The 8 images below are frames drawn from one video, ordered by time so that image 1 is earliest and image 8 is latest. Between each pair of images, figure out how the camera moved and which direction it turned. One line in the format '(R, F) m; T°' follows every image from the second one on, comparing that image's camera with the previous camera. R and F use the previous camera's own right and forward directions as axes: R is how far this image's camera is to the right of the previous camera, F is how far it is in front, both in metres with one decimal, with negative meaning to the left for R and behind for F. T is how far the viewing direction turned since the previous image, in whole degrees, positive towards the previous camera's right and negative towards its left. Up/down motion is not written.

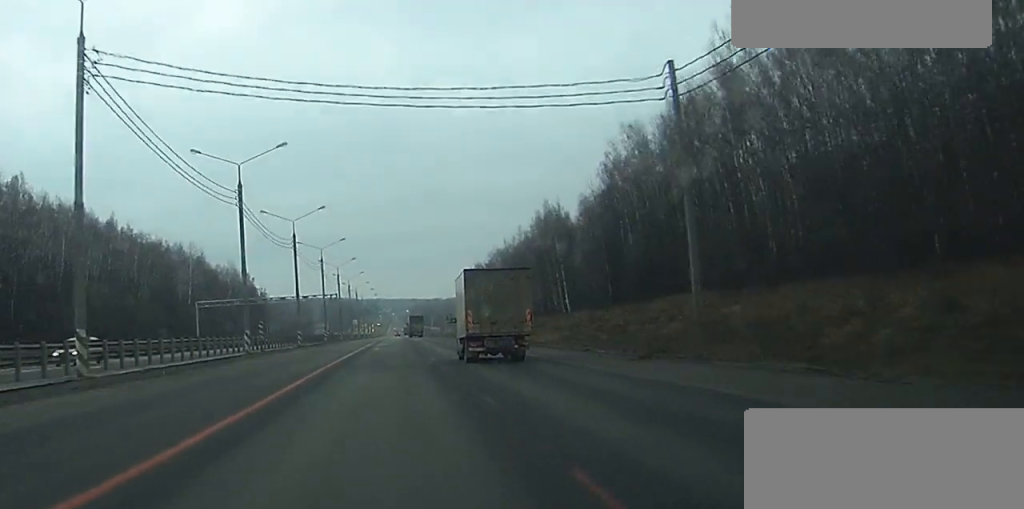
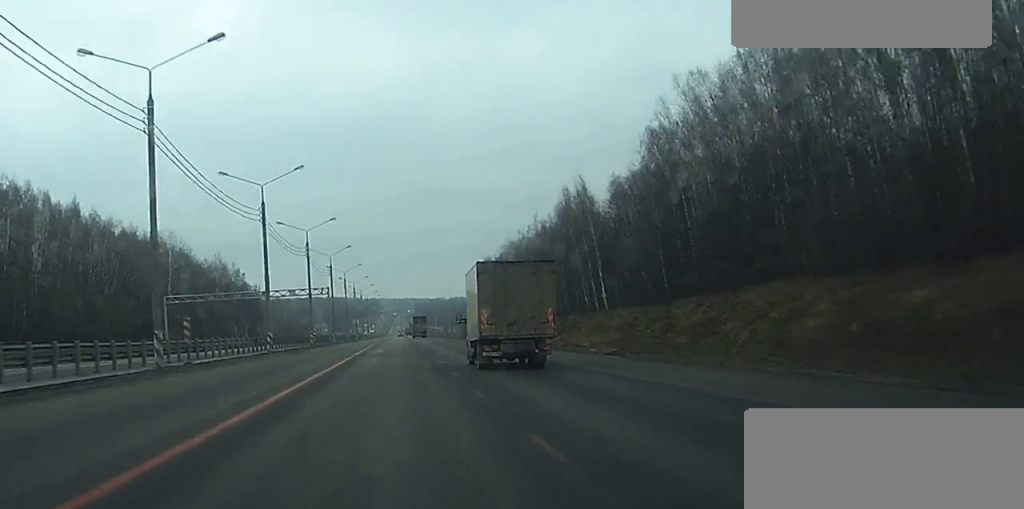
(0.0, +21.5) m; 0°
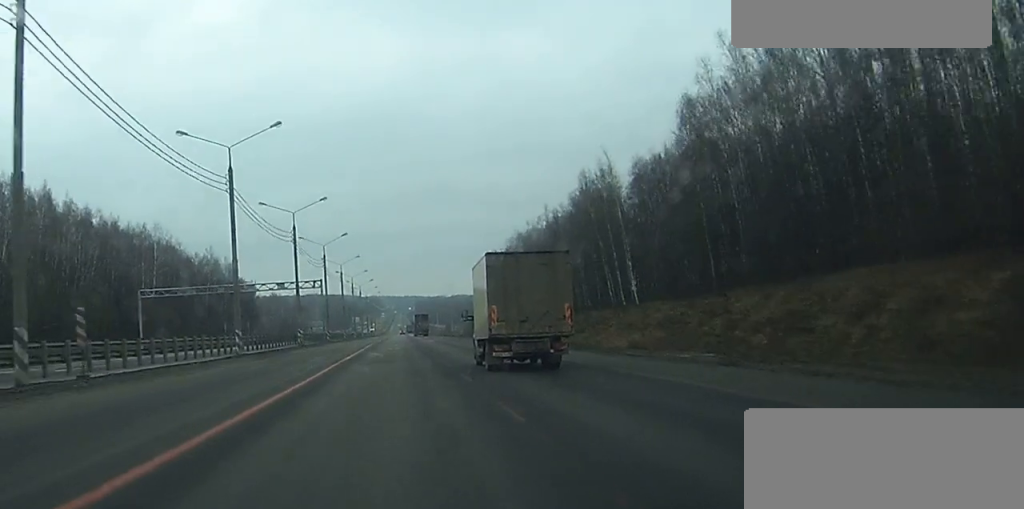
(0.0, +13.2) m; 0°
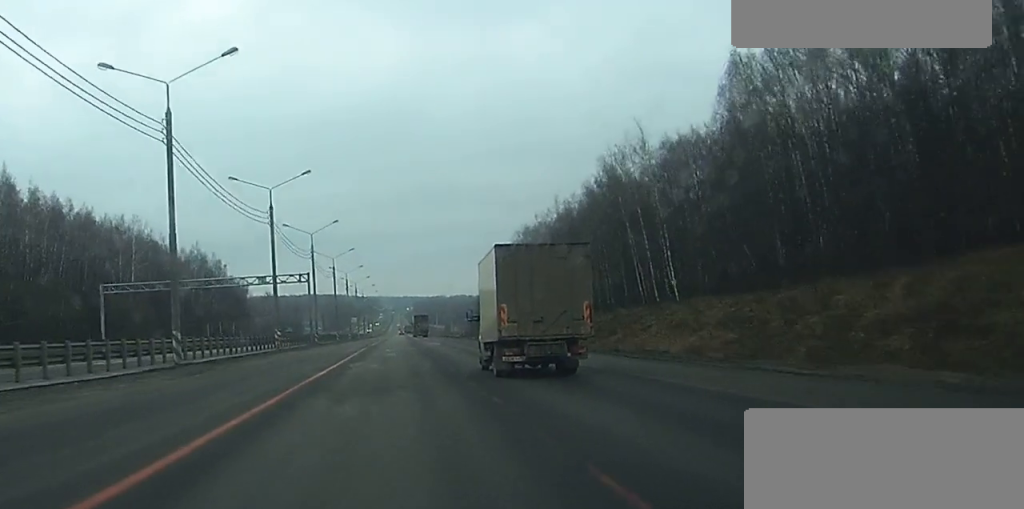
(0.0, +14.1) m; 0°
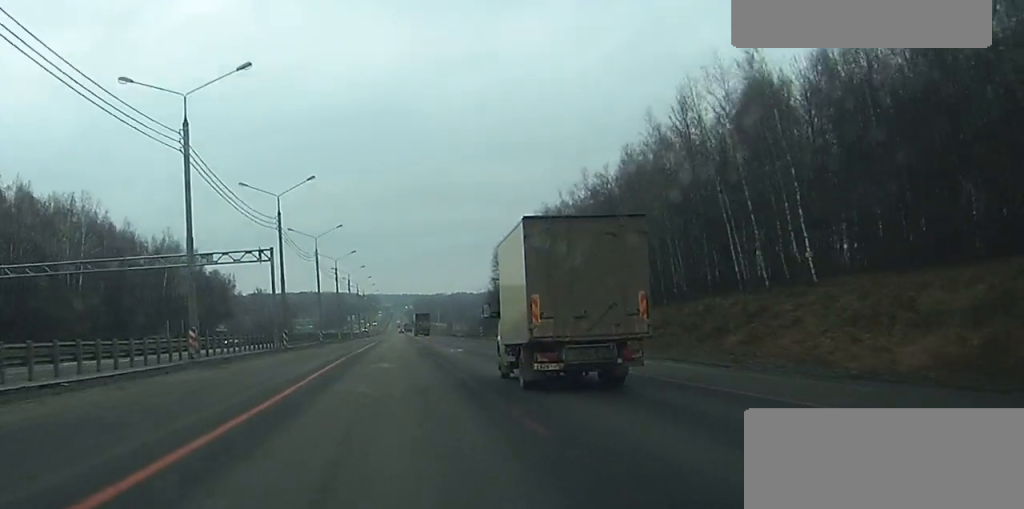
(0.0, +27.4) m; 0°
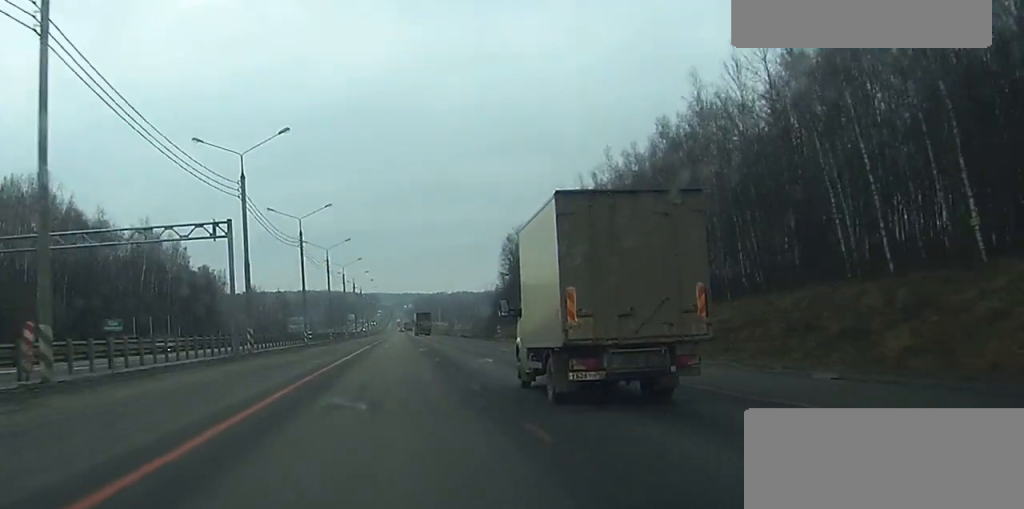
(0.0, +17.1) m; 0°
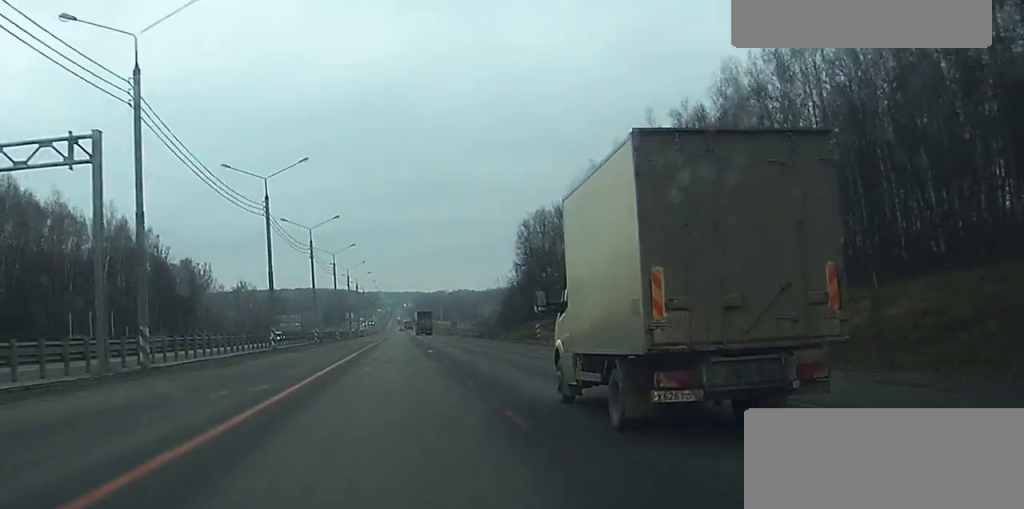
(0.0, +22.8) m; 0°
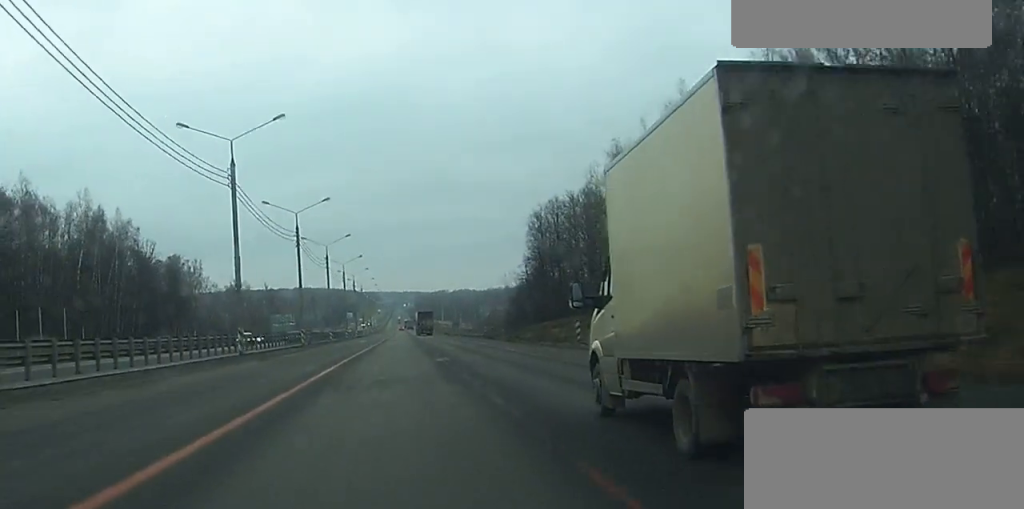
(0.0, +13.3) m; 0°
